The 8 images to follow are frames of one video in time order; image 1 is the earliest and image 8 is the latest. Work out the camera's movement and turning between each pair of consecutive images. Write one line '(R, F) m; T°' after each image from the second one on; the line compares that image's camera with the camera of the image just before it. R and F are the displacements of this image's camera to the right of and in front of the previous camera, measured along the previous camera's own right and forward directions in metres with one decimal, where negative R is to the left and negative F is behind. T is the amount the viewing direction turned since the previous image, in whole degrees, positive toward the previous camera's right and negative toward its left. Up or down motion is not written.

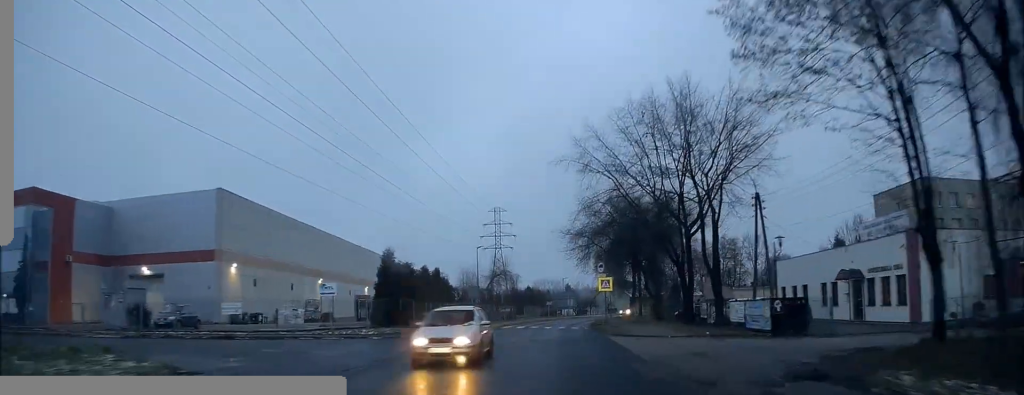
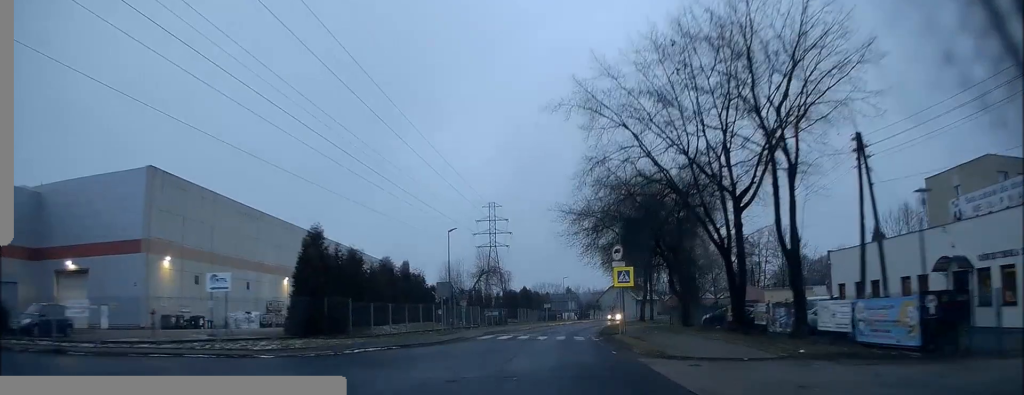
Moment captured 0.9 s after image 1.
(0.0, +12.3) m; 0°
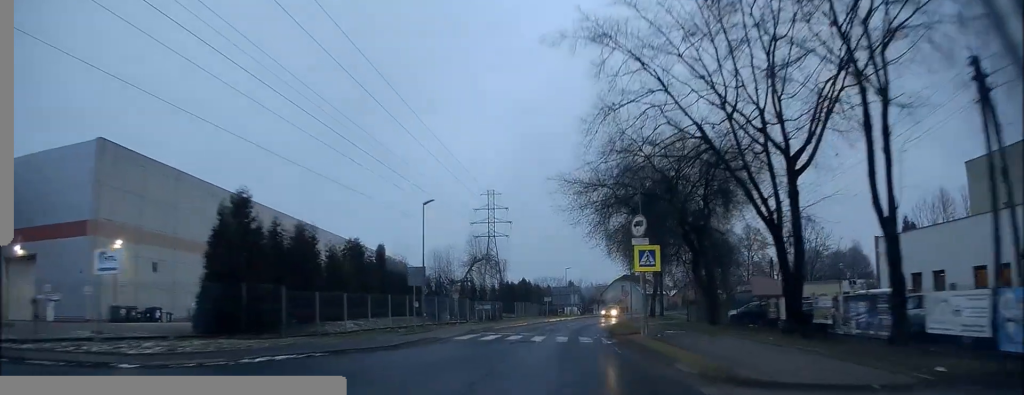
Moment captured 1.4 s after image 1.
(0.0, +7.3) m; 0°
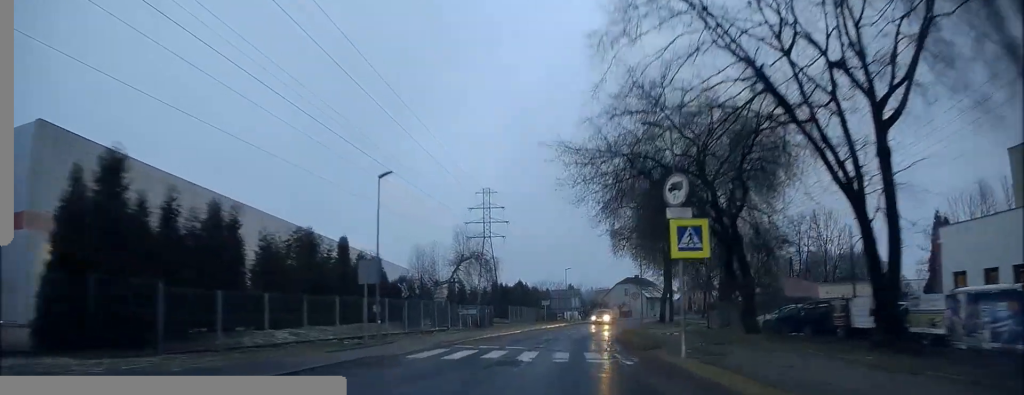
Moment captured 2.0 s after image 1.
(0.0, +7.3) m; 0°
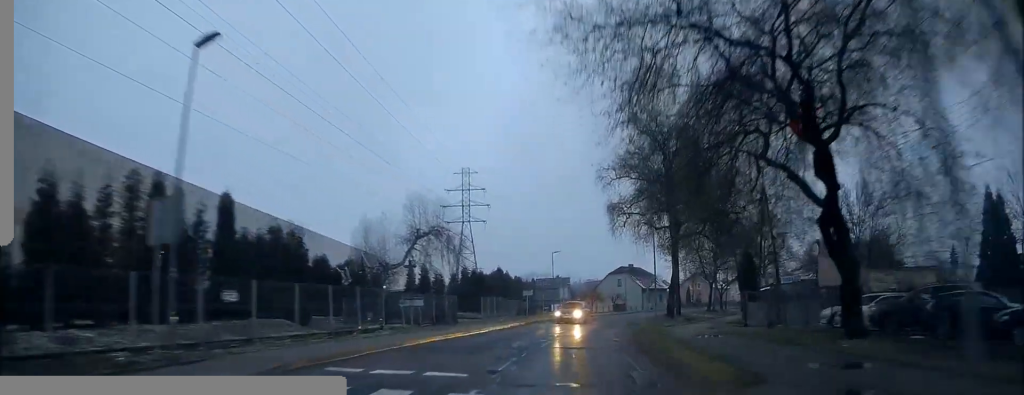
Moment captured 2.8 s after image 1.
(0.0, +11.8) m; +1°
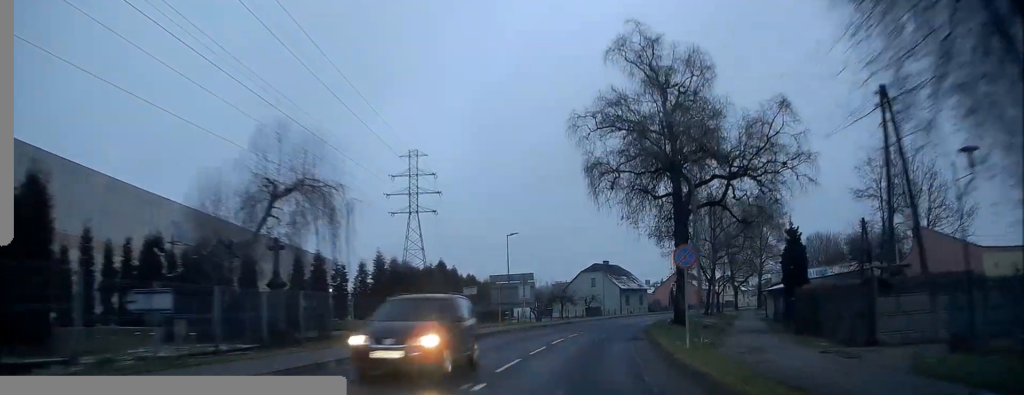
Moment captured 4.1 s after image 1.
(+0.3, +16.8) m; +4°
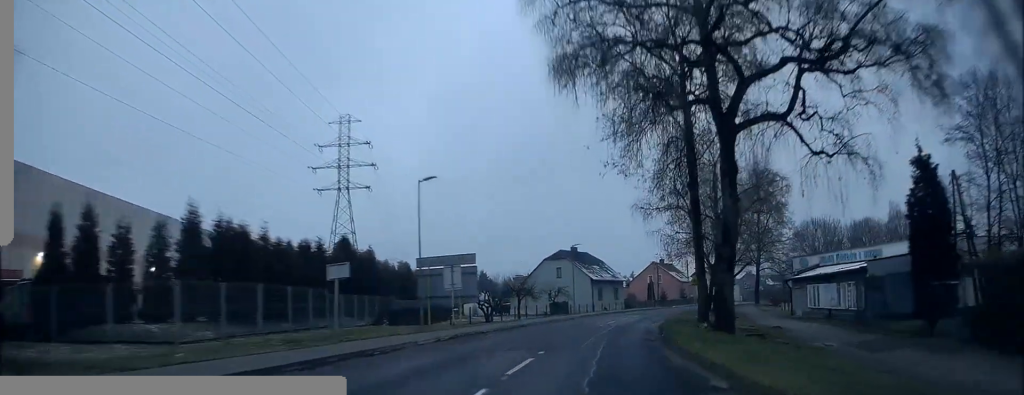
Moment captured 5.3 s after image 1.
(+0.7, +16.7) m; +4°
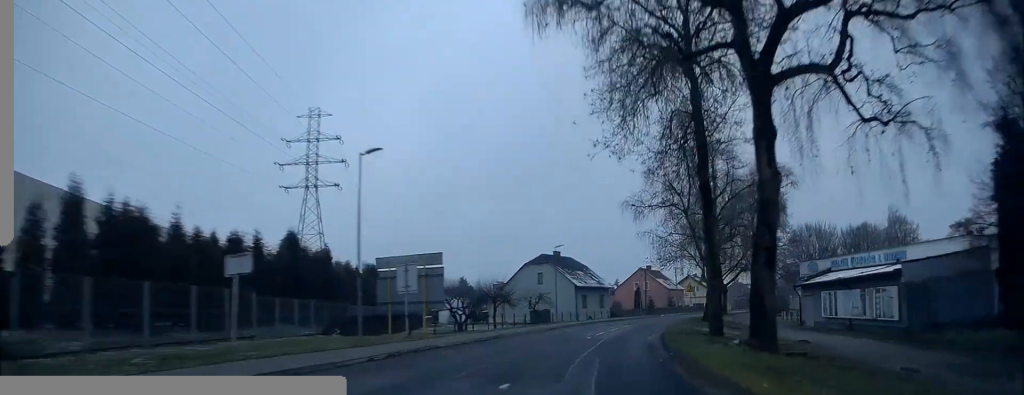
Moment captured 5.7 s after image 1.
(+0.1, +5.4) m; +1°
